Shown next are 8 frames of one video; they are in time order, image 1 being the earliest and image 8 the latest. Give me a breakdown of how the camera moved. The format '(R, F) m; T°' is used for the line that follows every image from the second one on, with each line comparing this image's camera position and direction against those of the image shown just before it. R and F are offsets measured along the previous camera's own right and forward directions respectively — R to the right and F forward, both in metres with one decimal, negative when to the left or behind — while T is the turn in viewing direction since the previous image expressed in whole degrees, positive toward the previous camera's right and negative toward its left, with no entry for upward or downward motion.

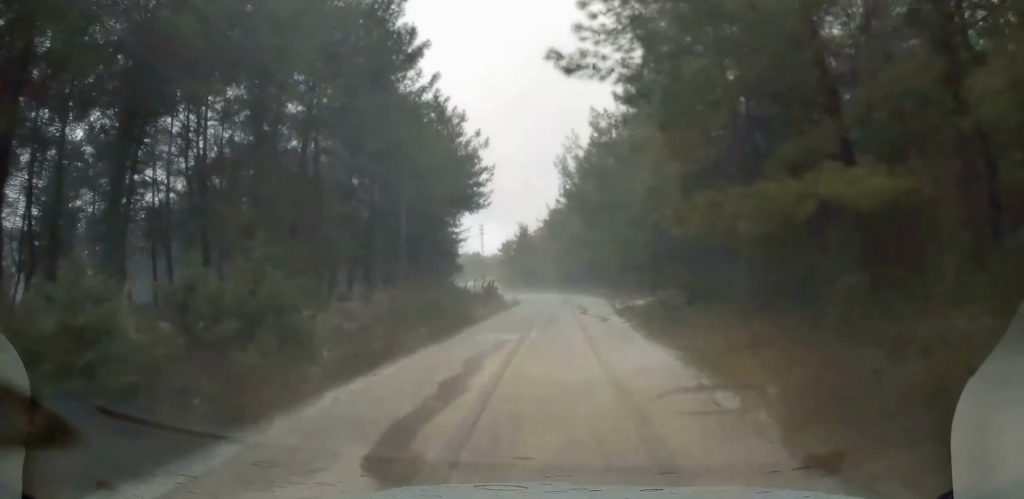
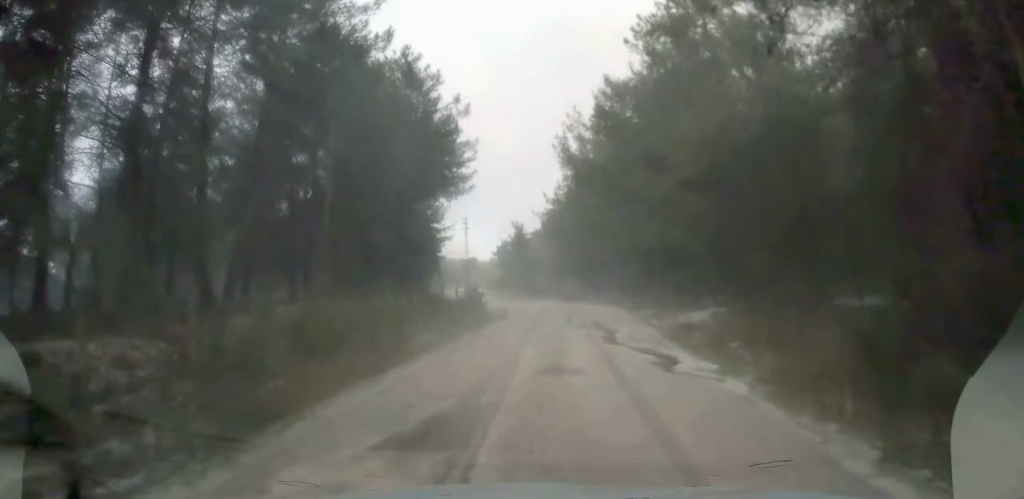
(+0.1, +11.3) m; +2°
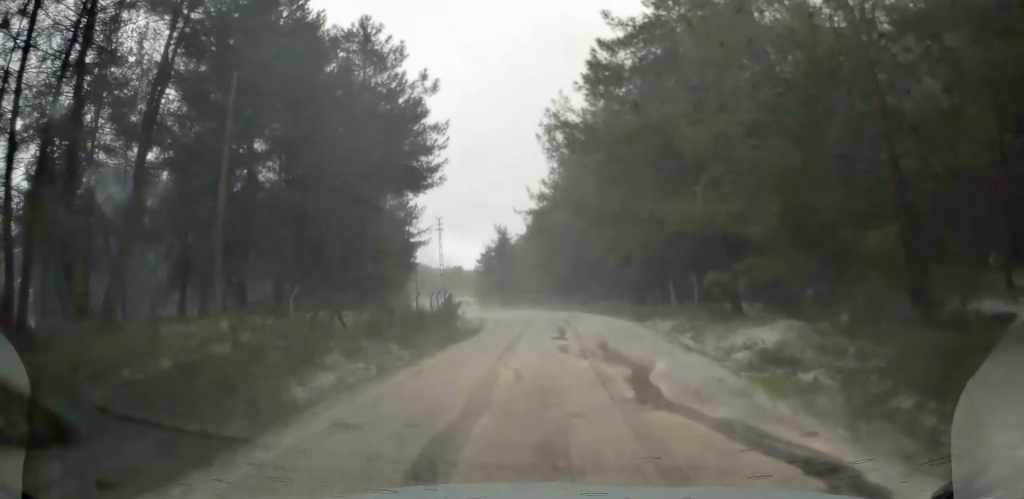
(0.0, +7.3) m; -2°
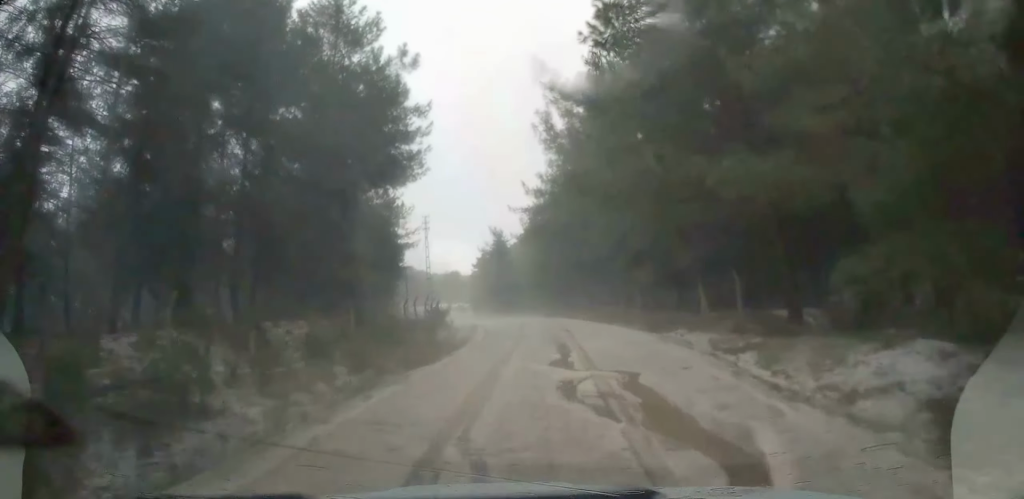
(0.0, +5.3) m; -4°
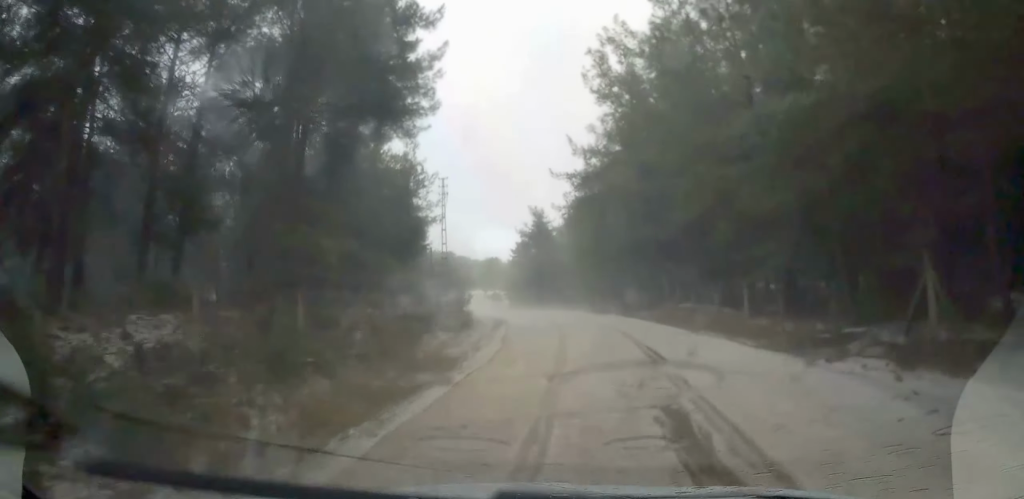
(-0.1, +10.4) m; +8°
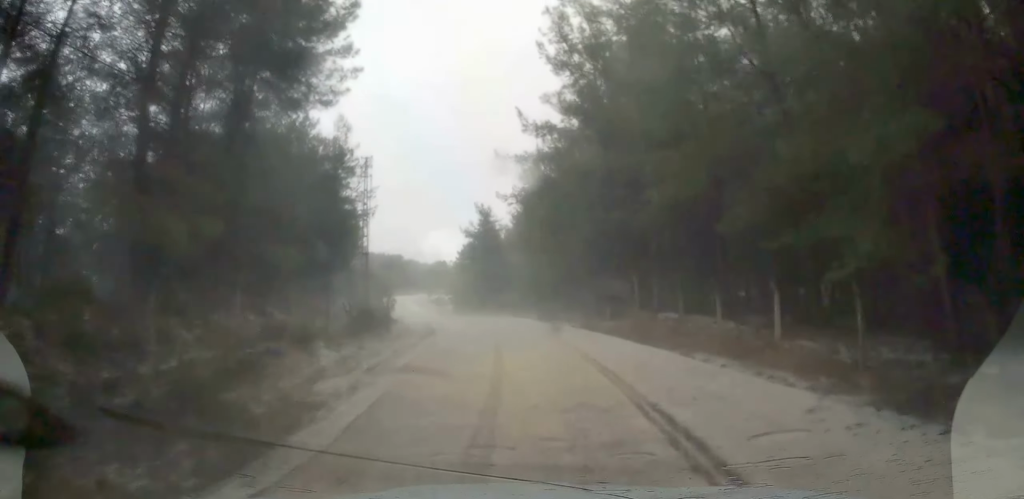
(+0.5, +6.2) m; +5°
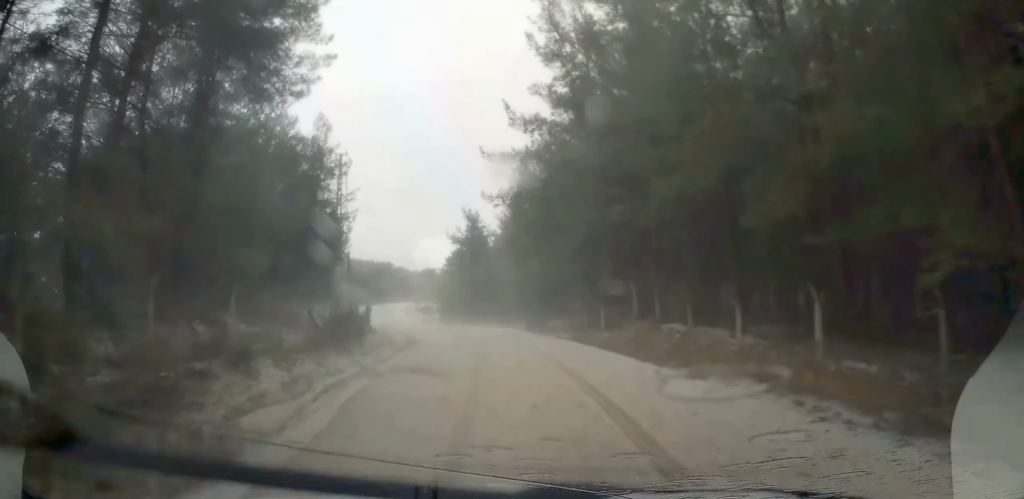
(0.0, +2.5) m; -1°
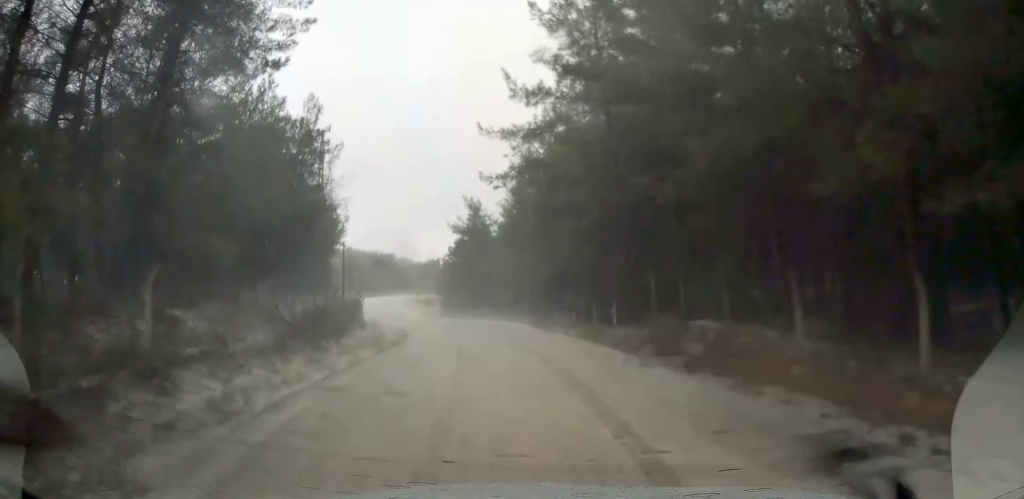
(0.0, +3.0) m; -1°
